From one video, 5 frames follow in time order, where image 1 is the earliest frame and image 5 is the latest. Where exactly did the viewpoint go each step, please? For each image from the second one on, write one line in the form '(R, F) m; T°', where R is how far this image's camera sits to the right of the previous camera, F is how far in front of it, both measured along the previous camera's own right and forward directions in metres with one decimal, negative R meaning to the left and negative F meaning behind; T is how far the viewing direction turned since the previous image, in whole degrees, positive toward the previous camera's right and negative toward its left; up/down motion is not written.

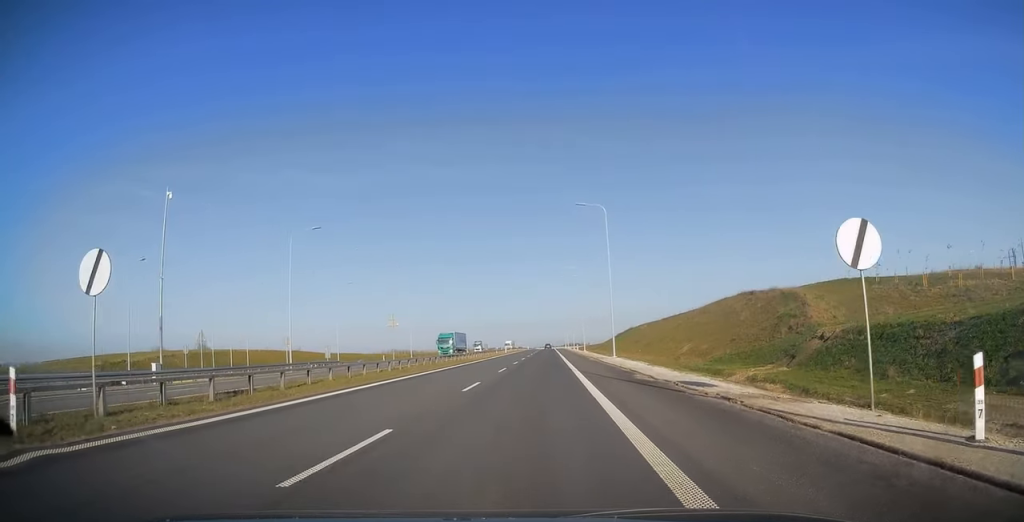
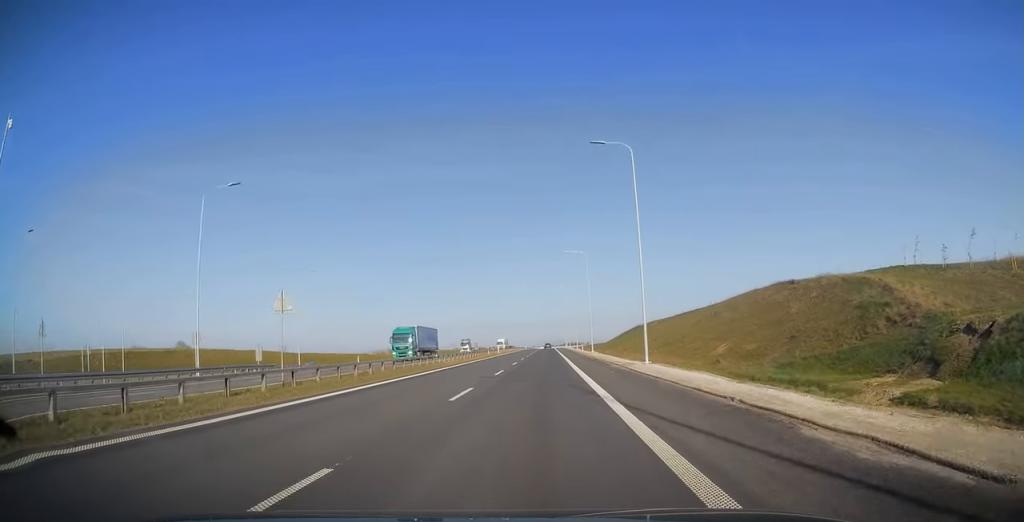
(-0.3, +15.2) m; 0°
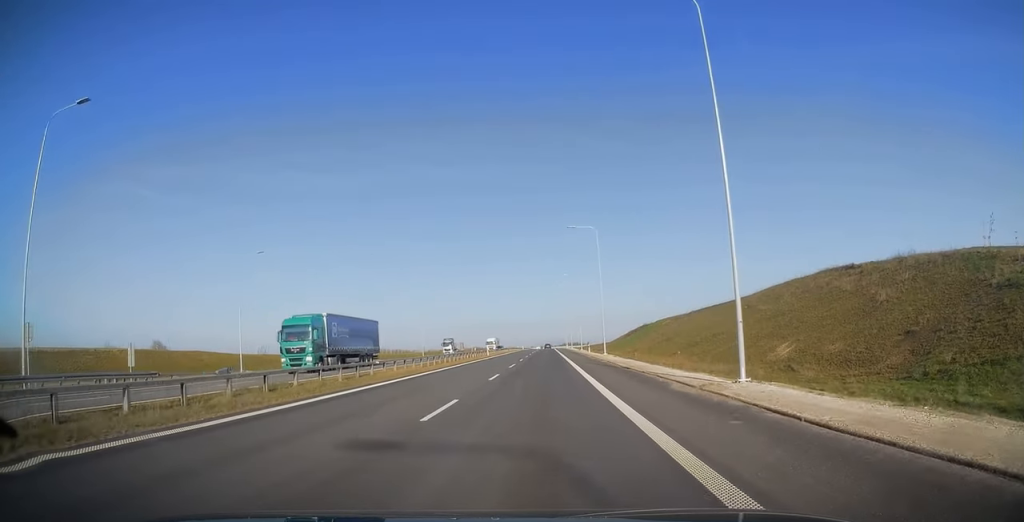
(+0.2, +15.9) m; 0°
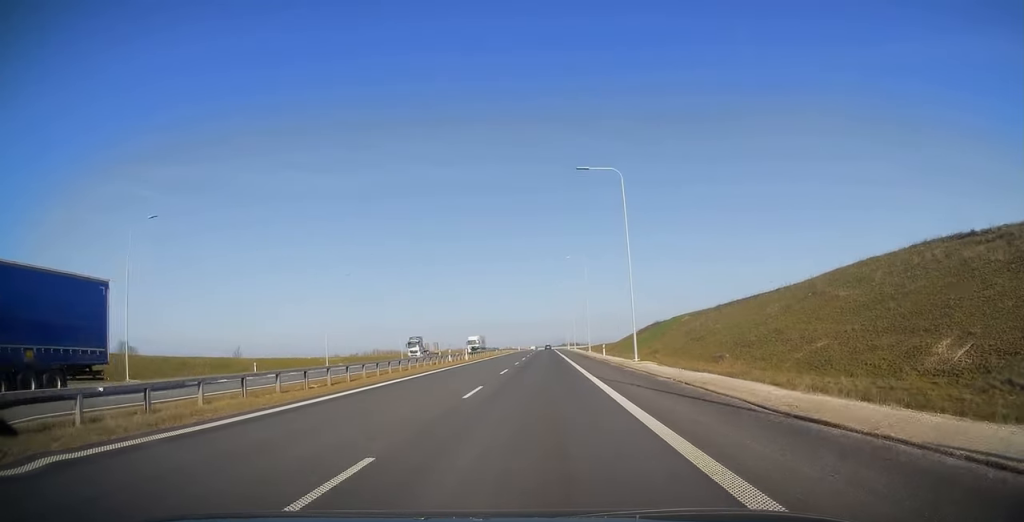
(+0.1, +19.6) m; 0°
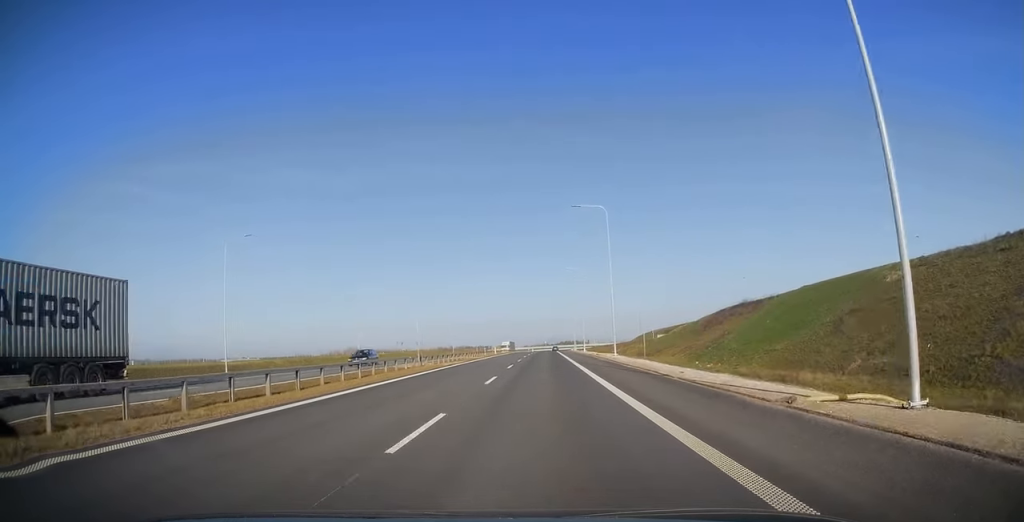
(-0.1, +68.7) m; 0°
